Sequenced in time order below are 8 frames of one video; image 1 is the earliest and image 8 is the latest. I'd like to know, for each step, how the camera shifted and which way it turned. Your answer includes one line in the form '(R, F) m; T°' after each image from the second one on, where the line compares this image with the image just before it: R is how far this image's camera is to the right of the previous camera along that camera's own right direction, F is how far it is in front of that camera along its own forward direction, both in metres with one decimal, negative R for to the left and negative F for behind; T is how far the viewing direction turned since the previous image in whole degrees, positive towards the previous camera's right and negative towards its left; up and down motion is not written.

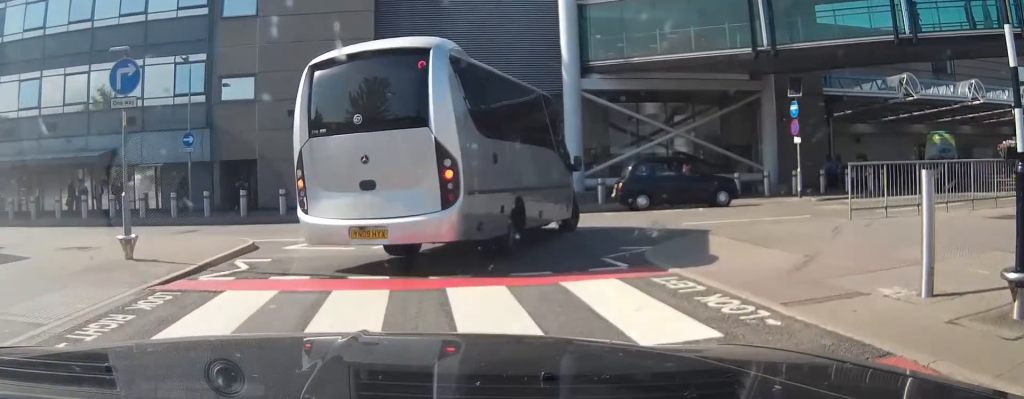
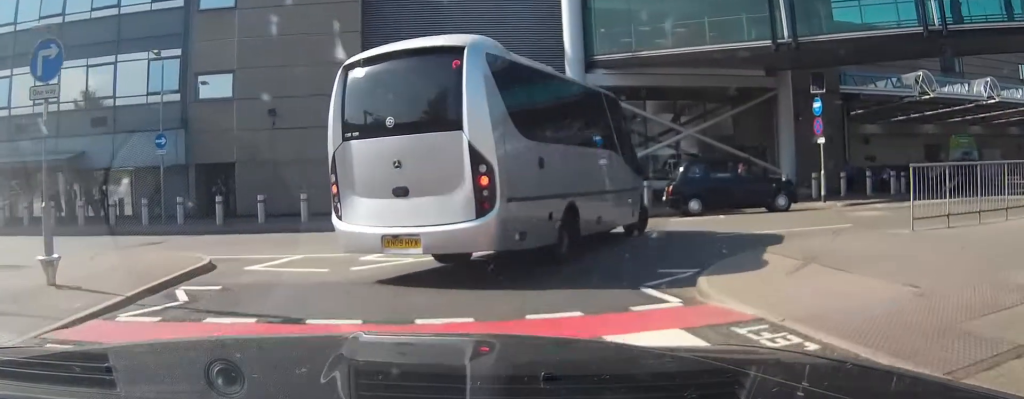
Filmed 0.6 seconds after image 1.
(0.0, +2.9) m; -1°
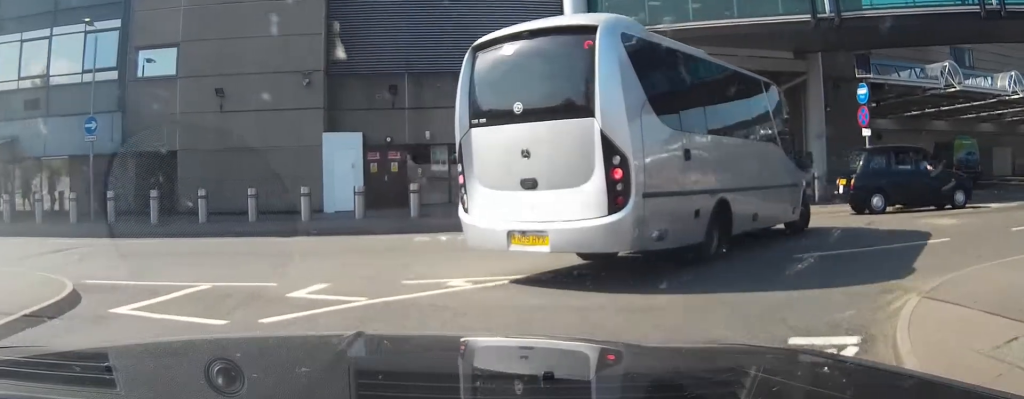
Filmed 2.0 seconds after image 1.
(0.0, +5.4) m; +2°
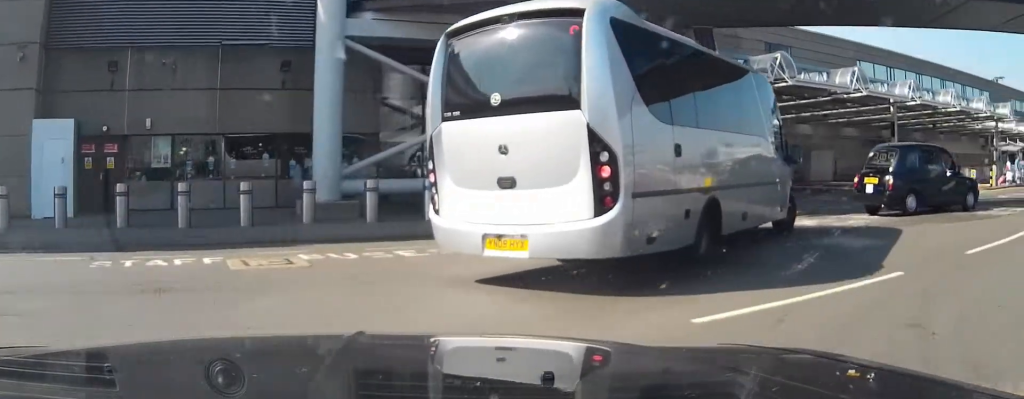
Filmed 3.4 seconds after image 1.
(+0.1, +5.3) m; +15°
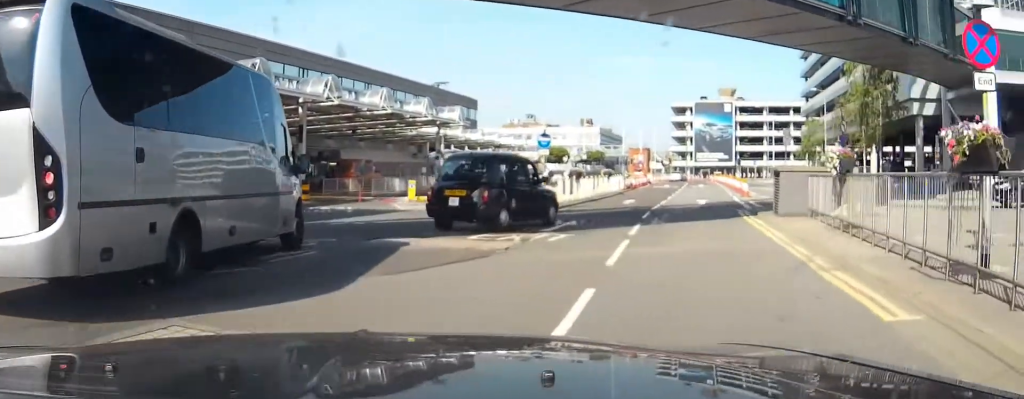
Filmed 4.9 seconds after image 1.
(+2.1, +5.6) m; +40°
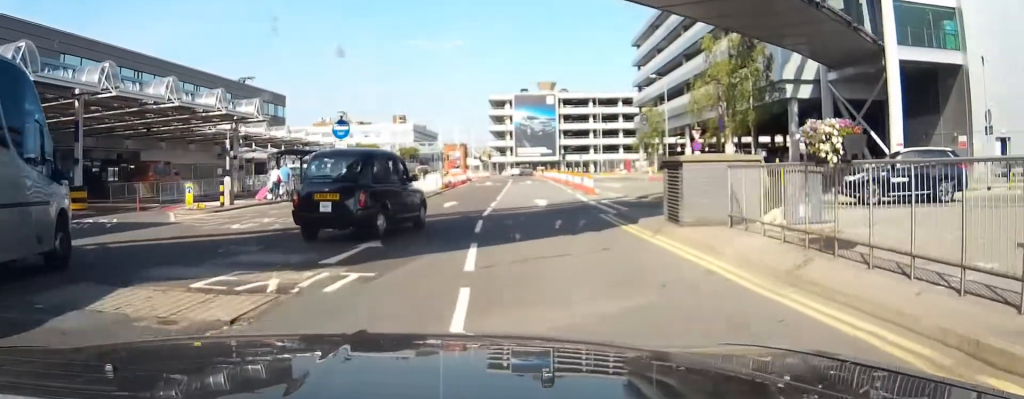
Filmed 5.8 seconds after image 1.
(+1.0, +4.0) m; +21°
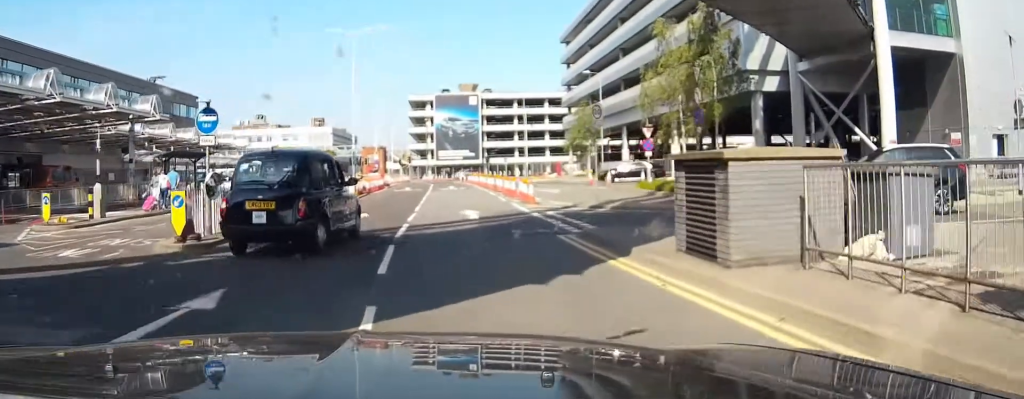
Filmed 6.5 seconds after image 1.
(+0.5, +4.0) m; +9°
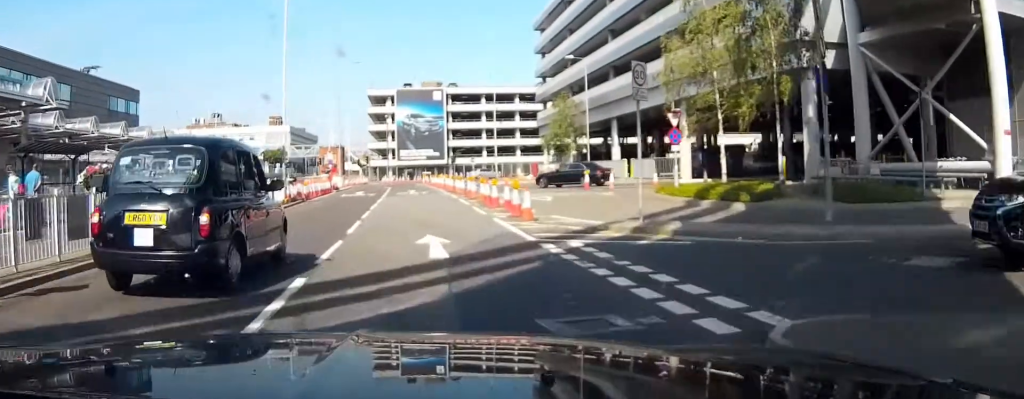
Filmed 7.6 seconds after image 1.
(+0.3, +8.2) m; +3°
